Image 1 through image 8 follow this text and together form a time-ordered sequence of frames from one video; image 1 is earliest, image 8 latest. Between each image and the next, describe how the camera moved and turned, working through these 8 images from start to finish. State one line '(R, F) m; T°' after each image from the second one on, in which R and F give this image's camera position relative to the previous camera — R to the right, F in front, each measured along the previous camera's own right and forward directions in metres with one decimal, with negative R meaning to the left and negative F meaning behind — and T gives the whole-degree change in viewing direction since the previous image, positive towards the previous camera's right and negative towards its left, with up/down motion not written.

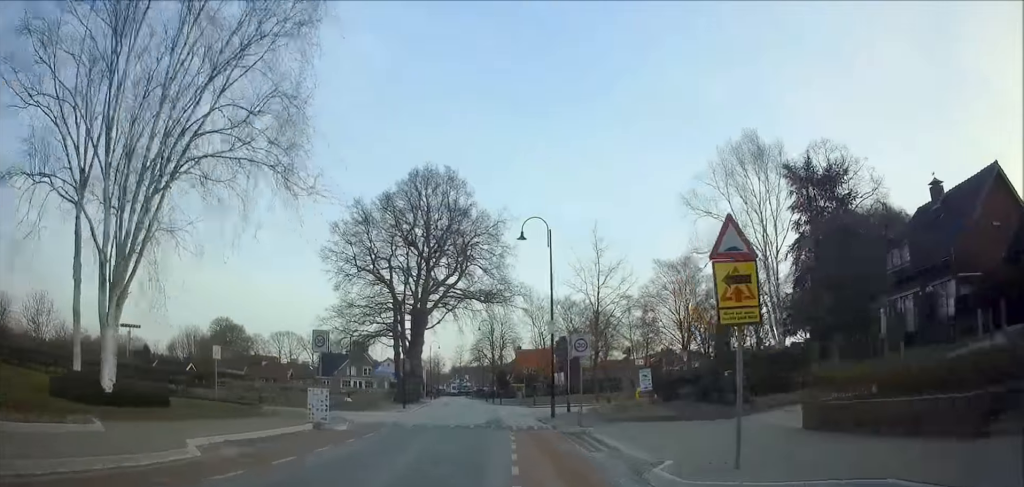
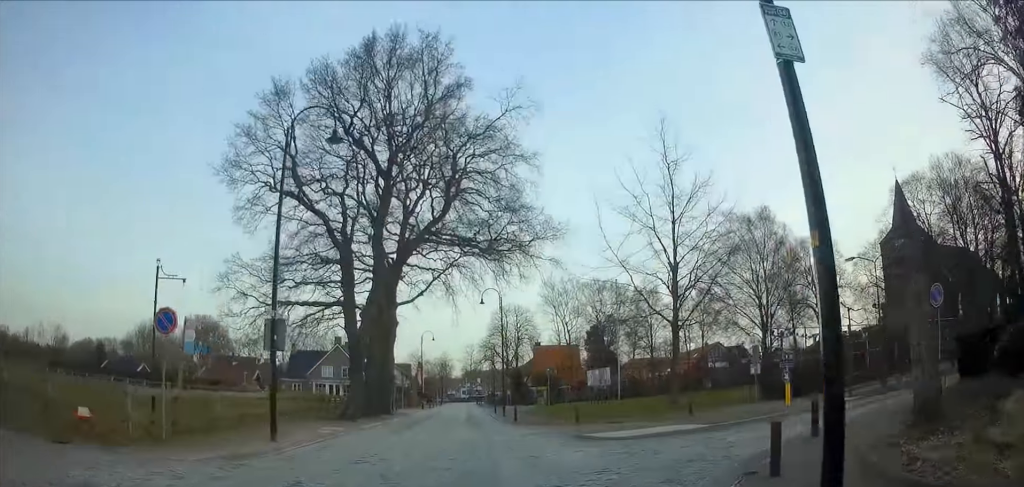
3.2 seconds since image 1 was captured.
(-0.2, +26.5) m; -2°
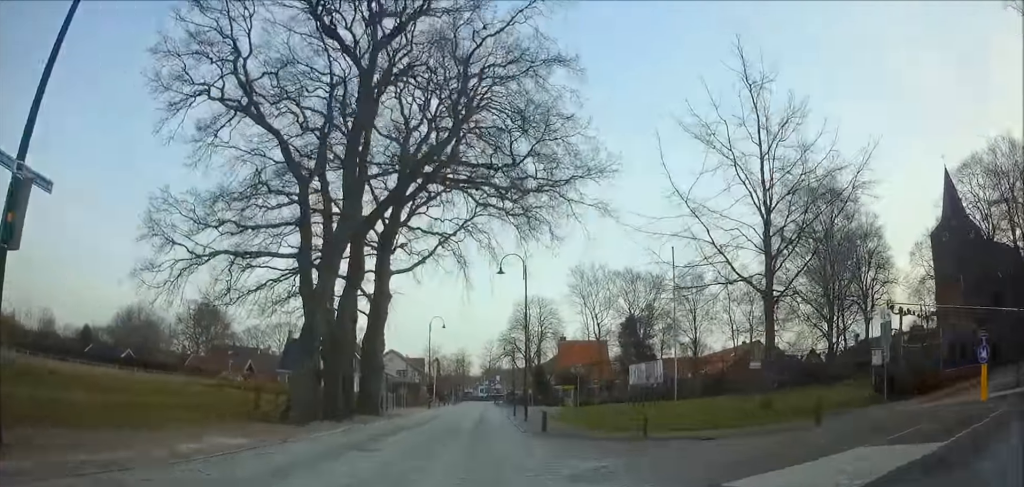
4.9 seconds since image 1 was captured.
(-0.4, +13.2) m; -1°
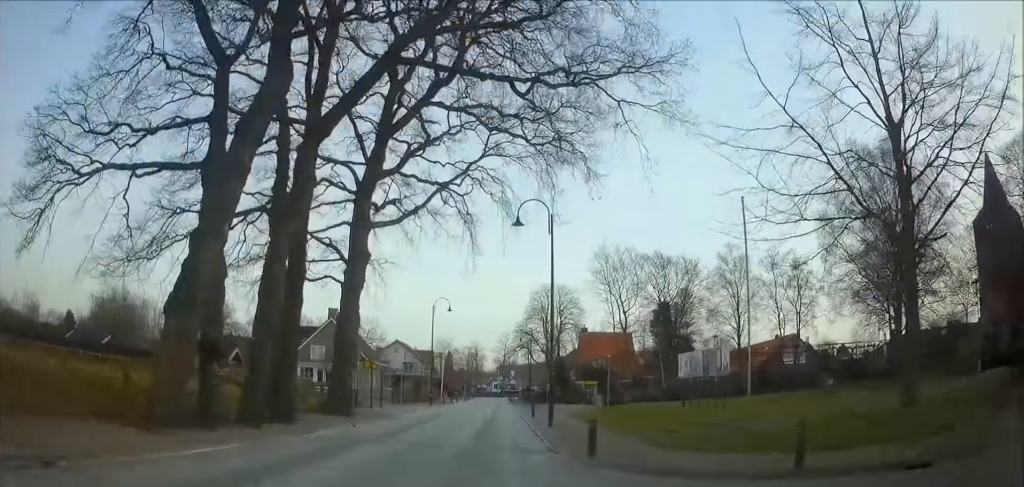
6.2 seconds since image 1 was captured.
(0.0, +10.7) m; 0°
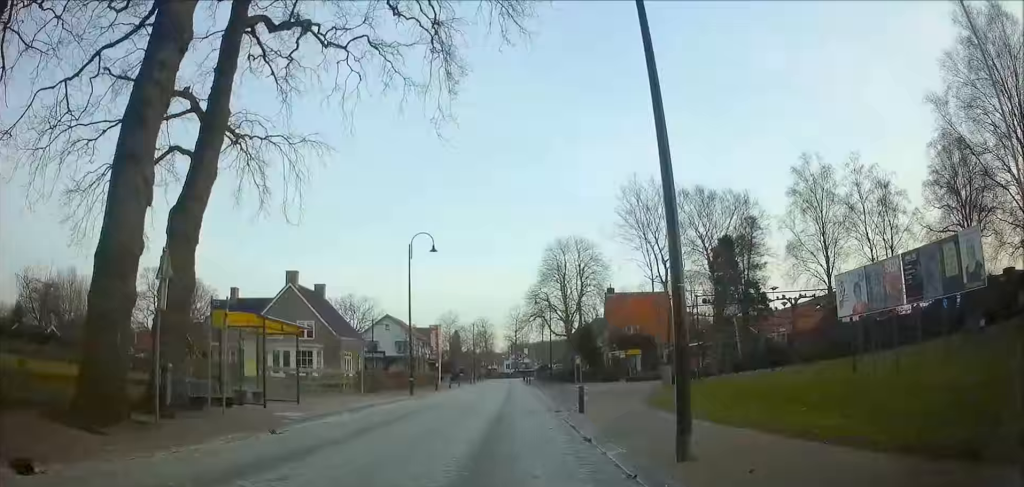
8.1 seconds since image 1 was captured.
(0.0, +17.6) m; 0°
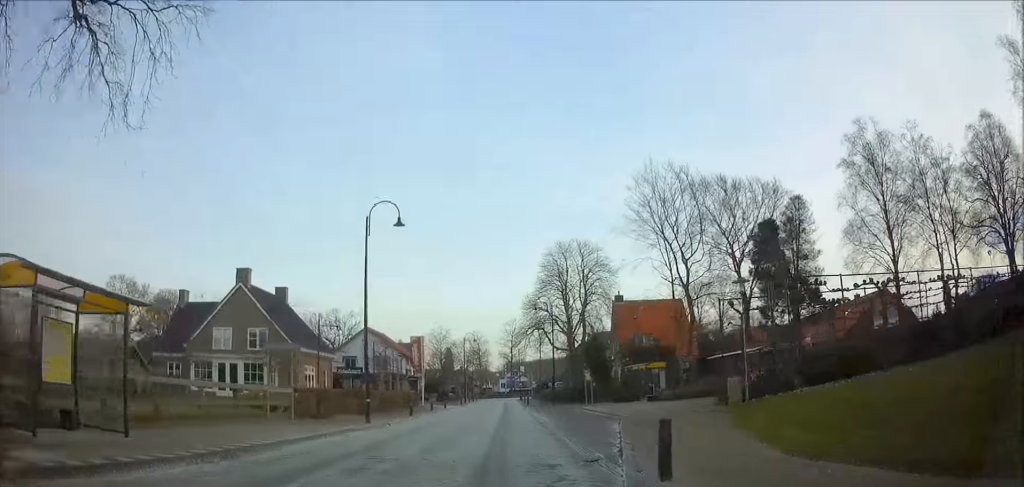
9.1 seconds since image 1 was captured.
(0.0, +9.6) m; 0°
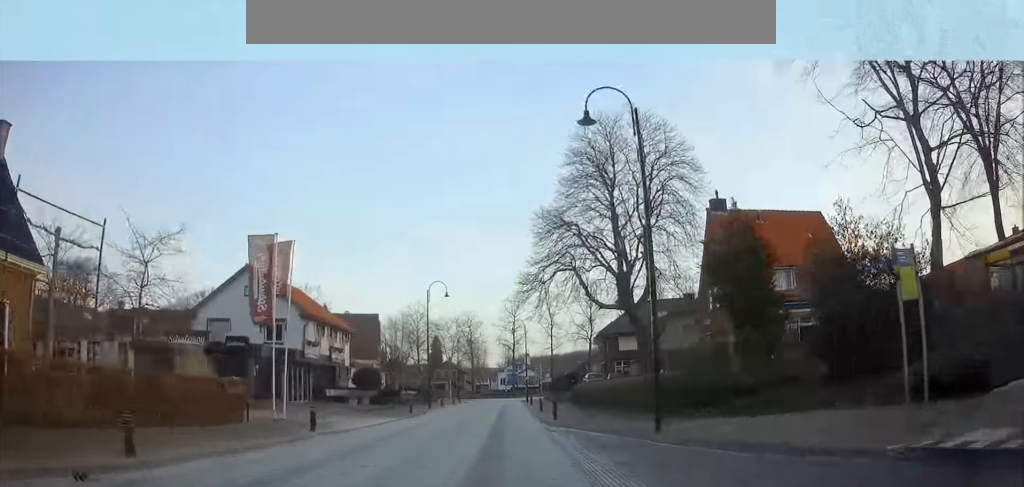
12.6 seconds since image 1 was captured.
(-0.6, +35.1) m; -2°
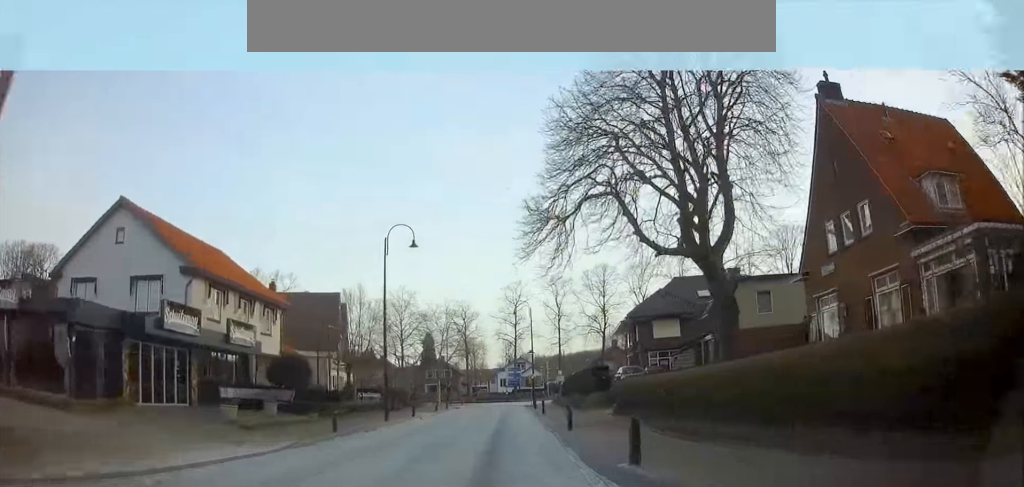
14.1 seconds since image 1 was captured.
(0.0, +14.6) m; 0°
